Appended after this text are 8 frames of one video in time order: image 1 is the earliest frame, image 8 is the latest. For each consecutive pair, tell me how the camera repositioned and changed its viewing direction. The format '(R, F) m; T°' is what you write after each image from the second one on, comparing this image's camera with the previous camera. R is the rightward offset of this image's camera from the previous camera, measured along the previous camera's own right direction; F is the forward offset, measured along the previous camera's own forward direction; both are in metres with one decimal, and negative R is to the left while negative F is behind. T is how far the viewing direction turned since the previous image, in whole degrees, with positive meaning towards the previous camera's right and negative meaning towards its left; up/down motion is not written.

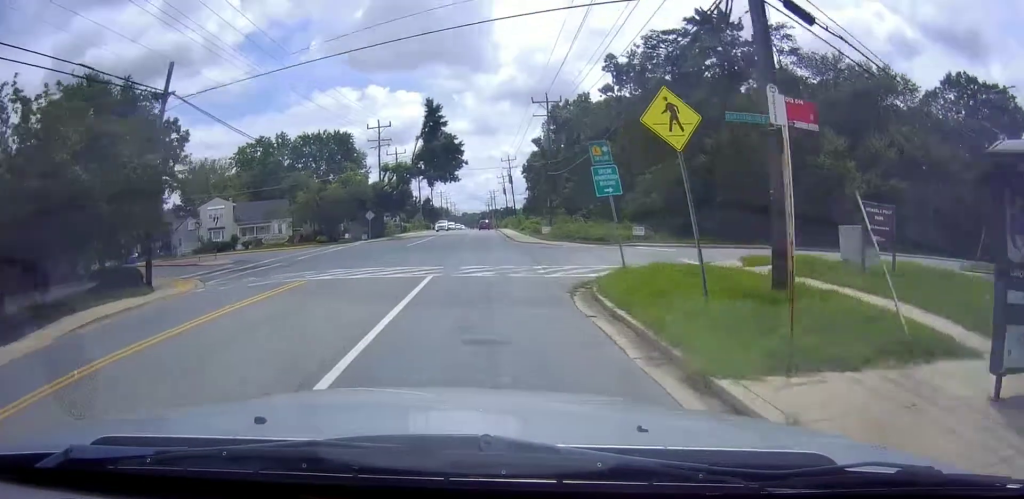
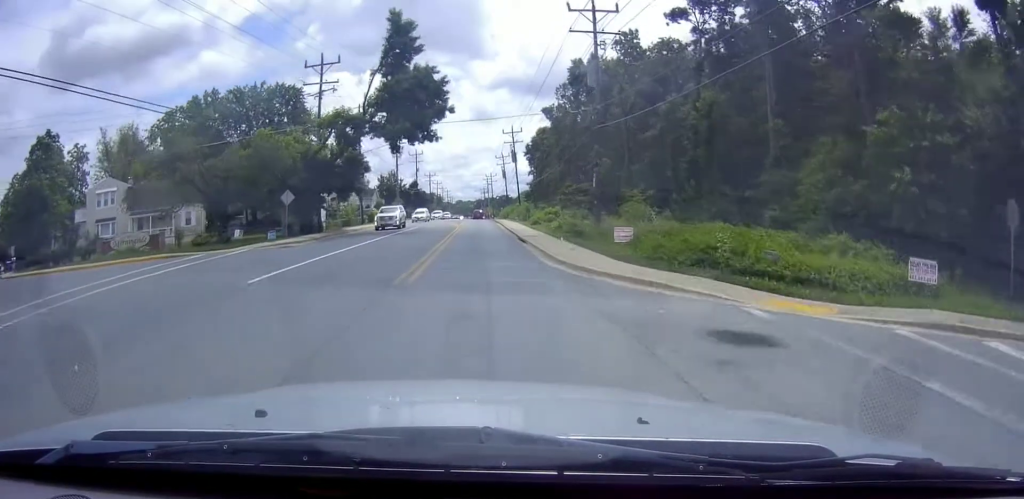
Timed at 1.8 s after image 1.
(+0.3, +27.4) m; +1°
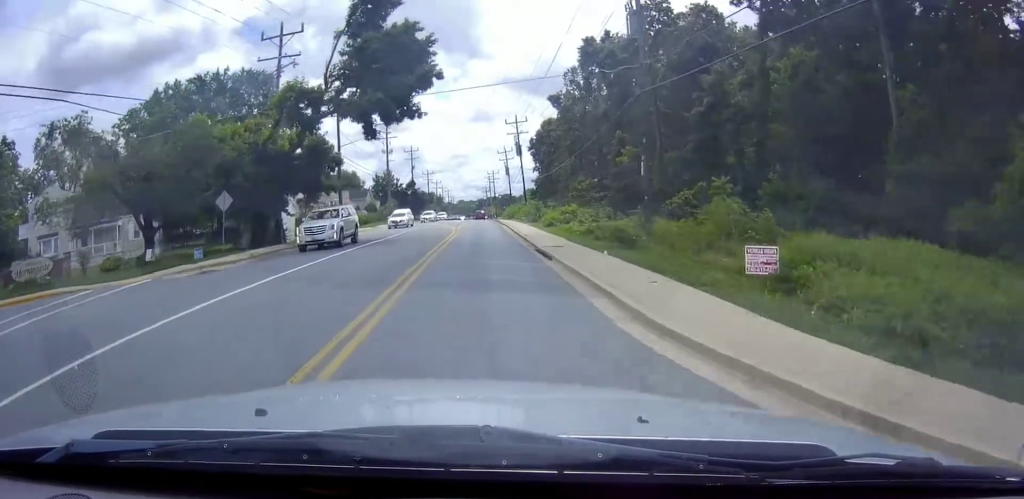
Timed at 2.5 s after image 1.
(+0.1, +10.4) m; -1°
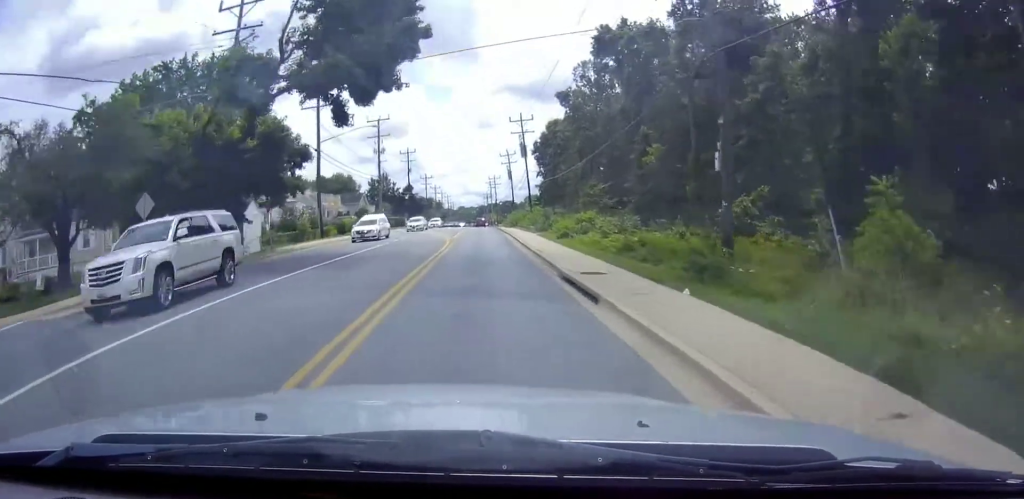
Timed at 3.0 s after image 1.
(-0.1, +7.8) m; 0°
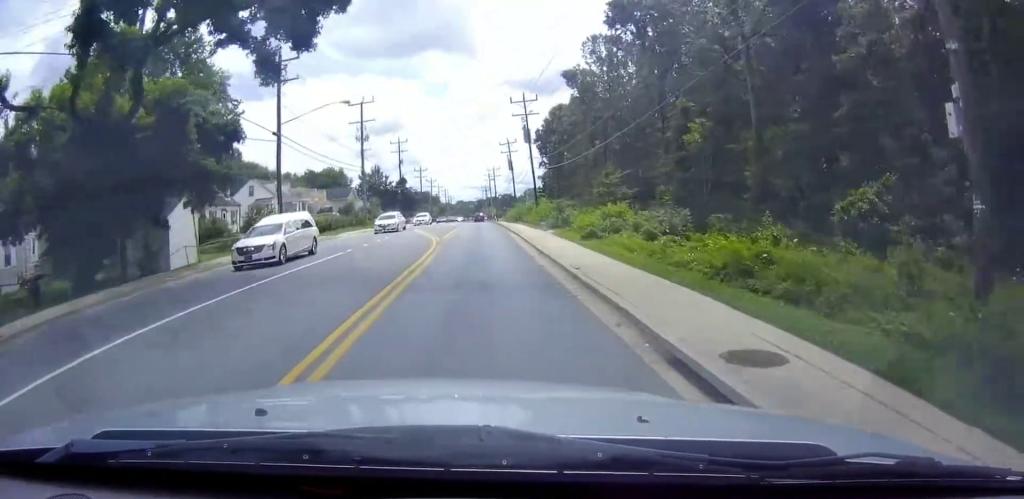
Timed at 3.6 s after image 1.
(-0.1, +9.6) m; 0°
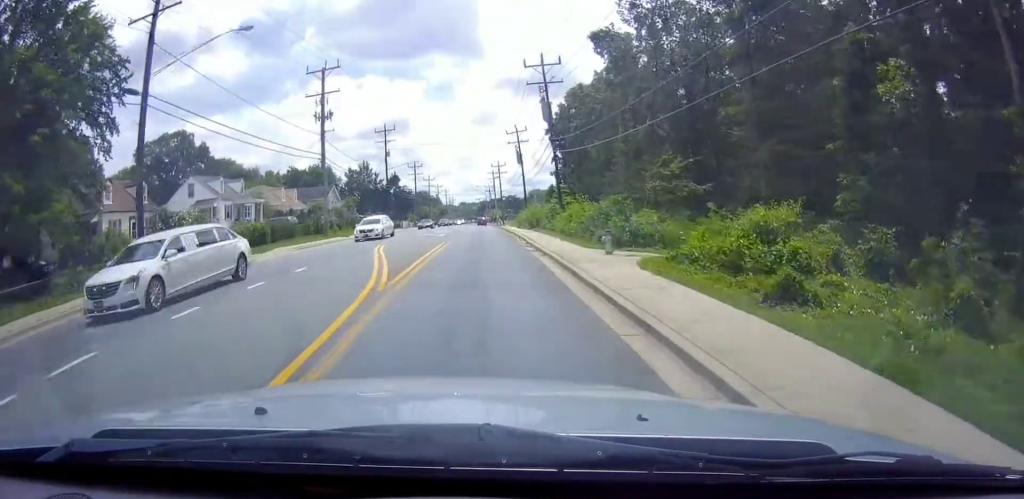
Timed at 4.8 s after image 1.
(+0.3, +18.1) m; 0°
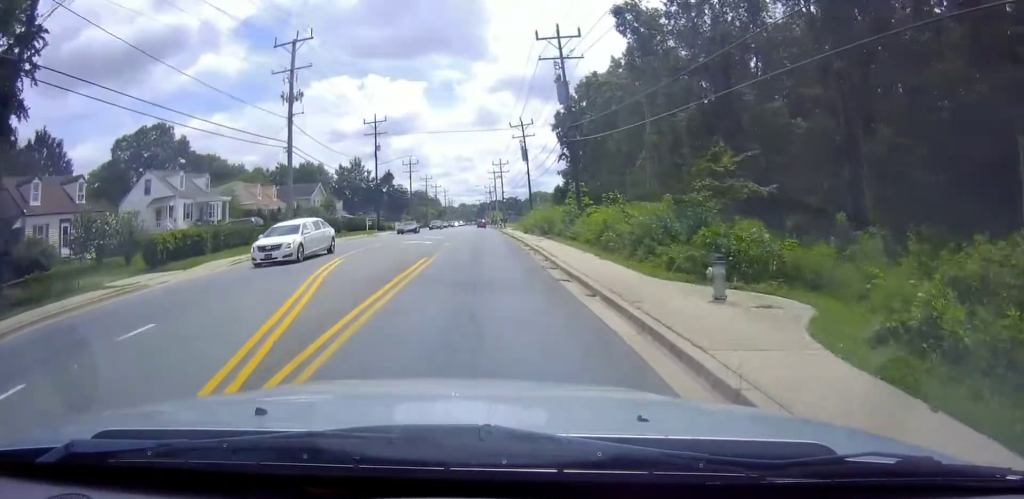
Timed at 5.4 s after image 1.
(+0.1, +9.1) m; -1°
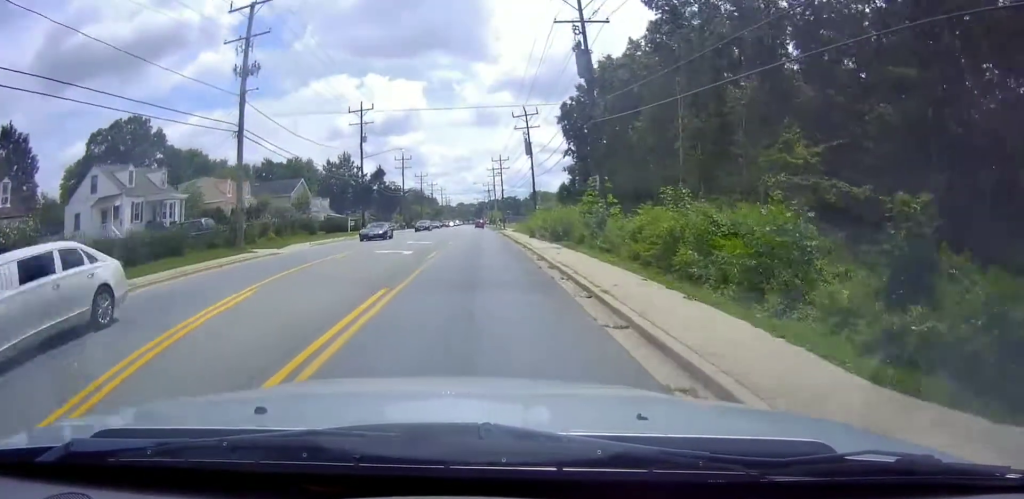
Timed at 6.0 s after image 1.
(-0.1, +8.4) m; 0°
